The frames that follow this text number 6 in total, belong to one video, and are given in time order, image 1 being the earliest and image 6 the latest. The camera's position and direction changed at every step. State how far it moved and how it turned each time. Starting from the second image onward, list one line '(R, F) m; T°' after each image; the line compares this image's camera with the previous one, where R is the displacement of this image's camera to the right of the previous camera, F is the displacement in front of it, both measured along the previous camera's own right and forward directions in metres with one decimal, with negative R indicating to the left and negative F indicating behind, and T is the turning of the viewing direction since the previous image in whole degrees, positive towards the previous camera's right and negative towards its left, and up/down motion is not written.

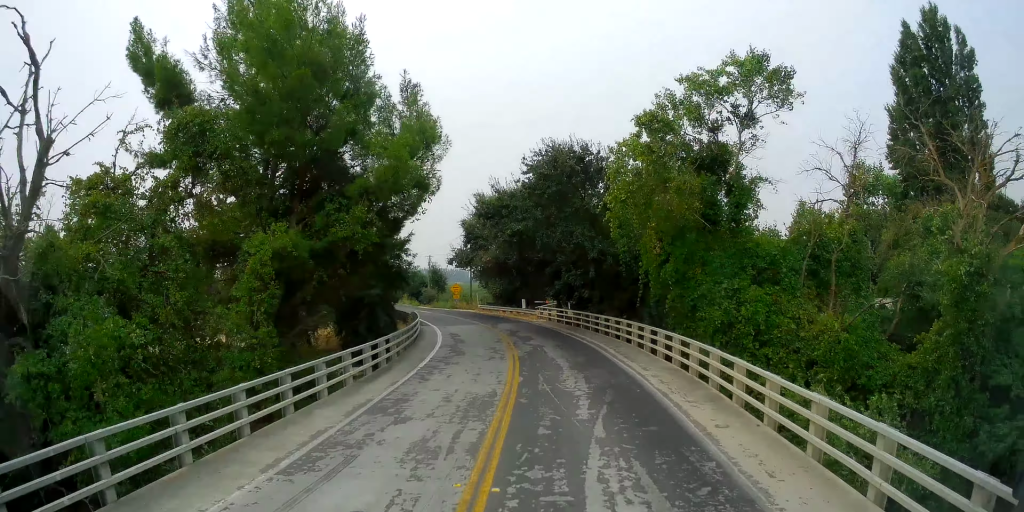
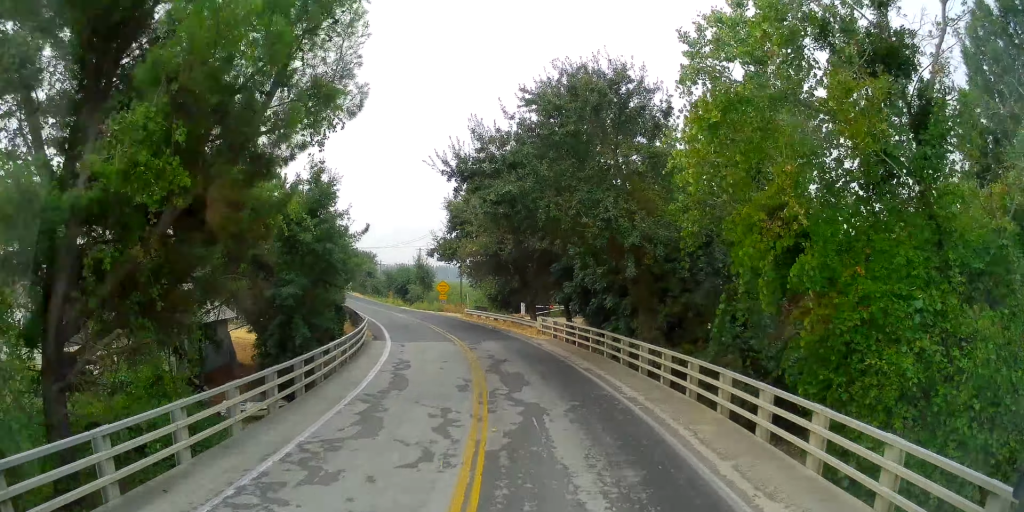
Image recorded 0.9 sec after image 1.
(0.0, +11.8) m; -1°
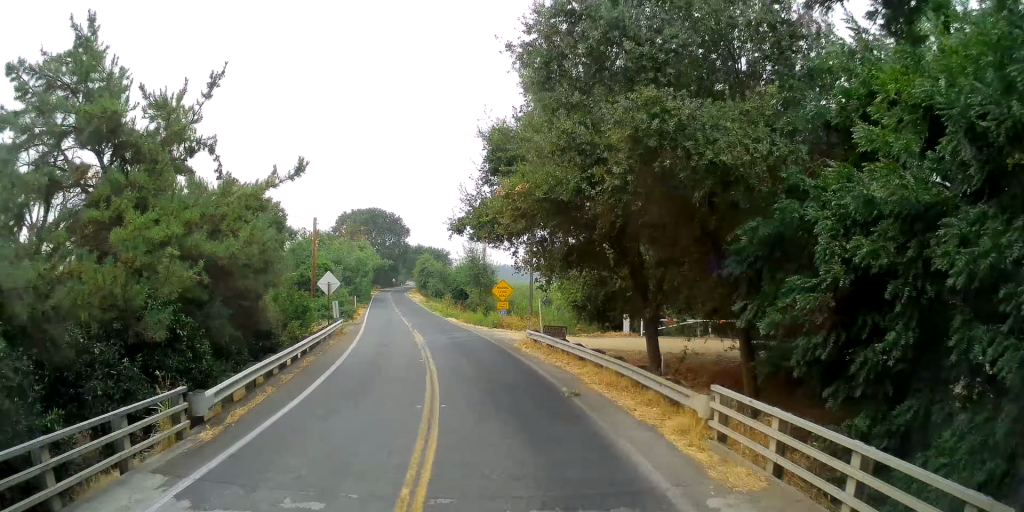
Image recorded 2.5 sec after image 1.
(-0.5, +20.8) m; -3°
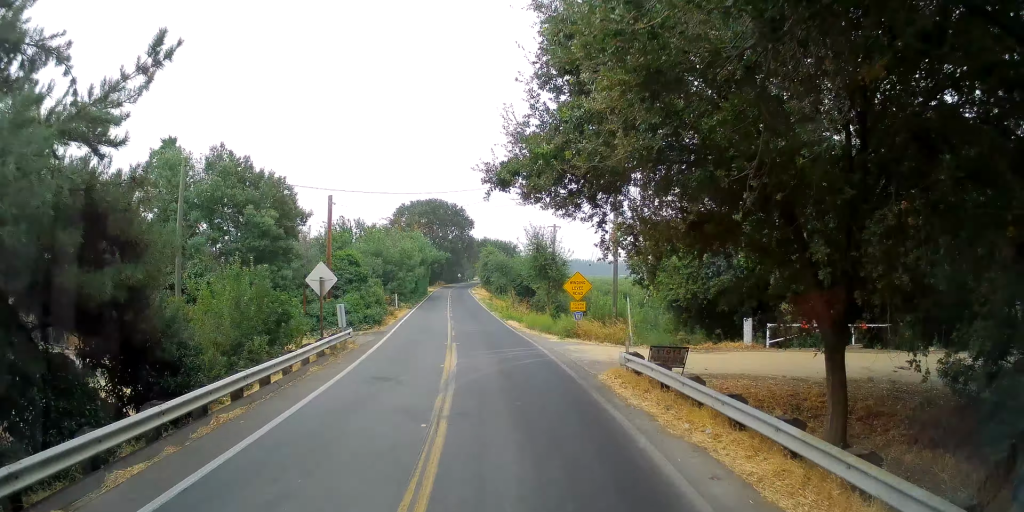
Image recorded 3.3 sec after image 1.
(+0.1, +9.9) m; -2°
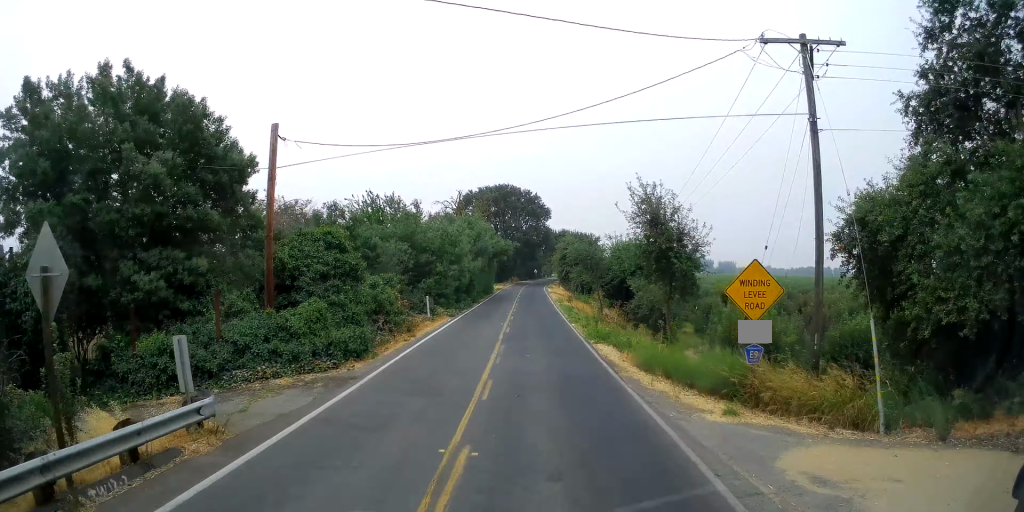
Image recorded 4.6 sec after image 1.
(-1.1, +15.6) m; -9°
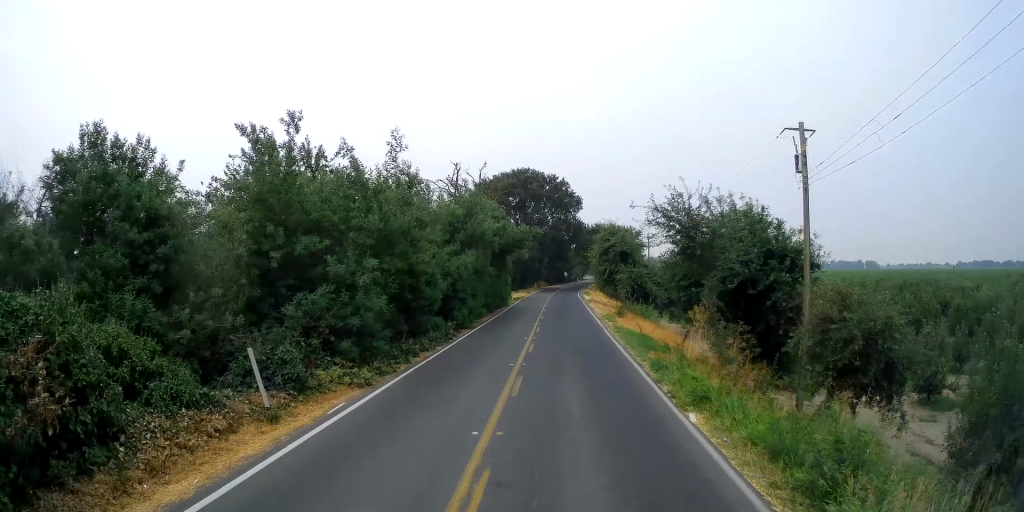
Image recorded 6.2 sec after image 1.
(-2.0, +21.1) m; -11°
